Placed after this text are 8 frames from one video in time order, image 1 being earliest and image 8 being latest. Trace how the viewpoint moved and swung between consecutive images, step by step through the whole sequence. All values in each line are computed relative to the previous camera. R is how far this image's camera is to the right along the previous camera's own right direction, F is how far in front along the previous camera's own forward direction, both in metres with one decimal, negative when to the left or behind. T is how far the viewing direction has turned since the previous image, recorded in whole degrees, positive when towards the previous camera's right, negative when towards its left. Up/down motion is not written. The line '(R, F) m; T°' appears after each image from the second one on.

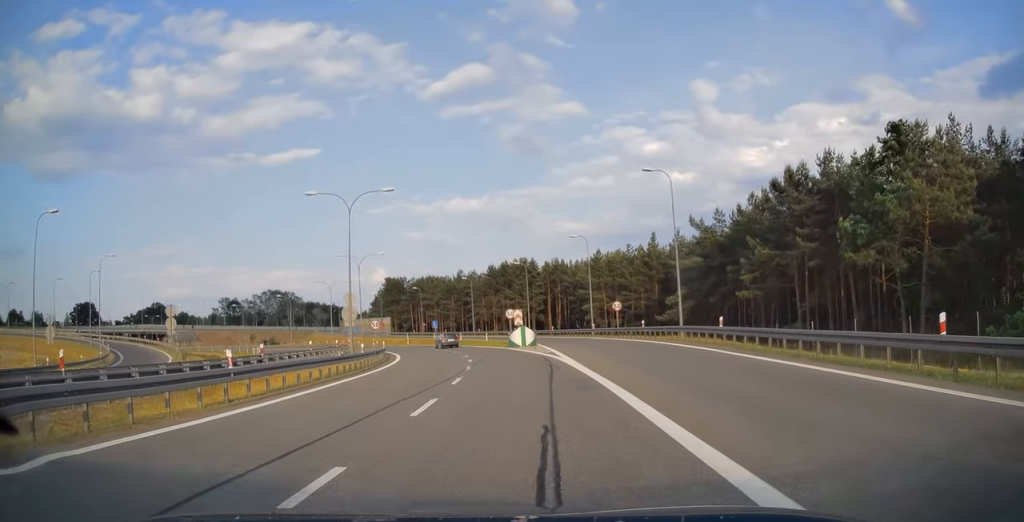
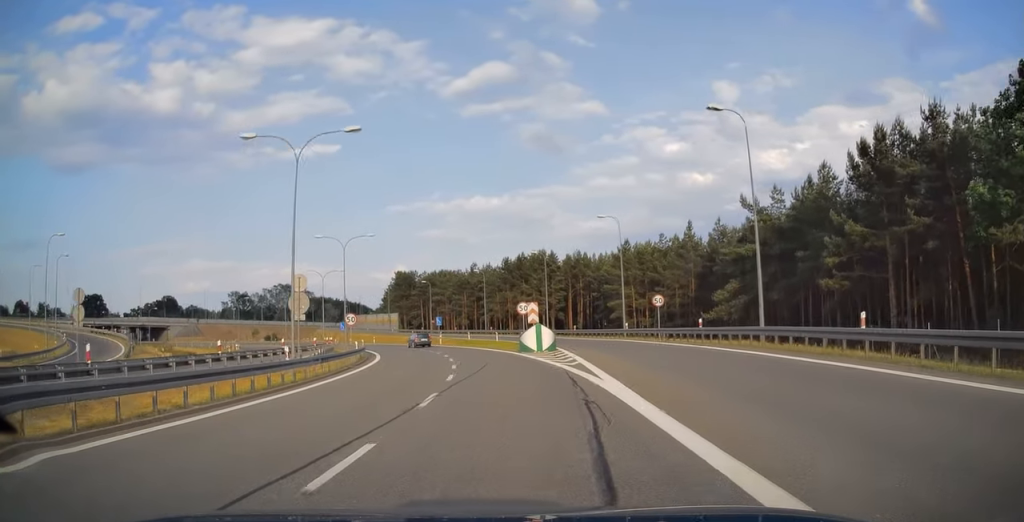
(+0.2, +10.6) m; -1°
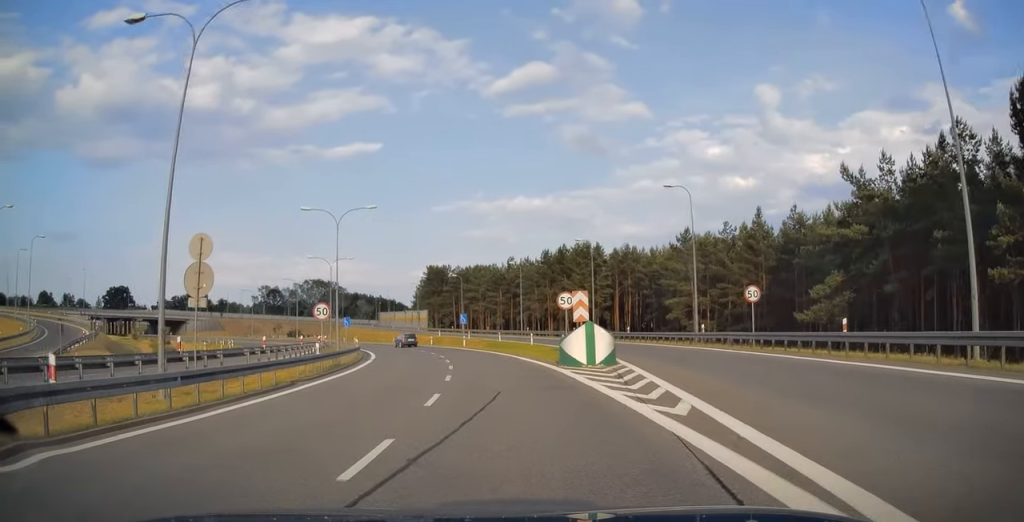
(-0.1, +11.5) m; -3°
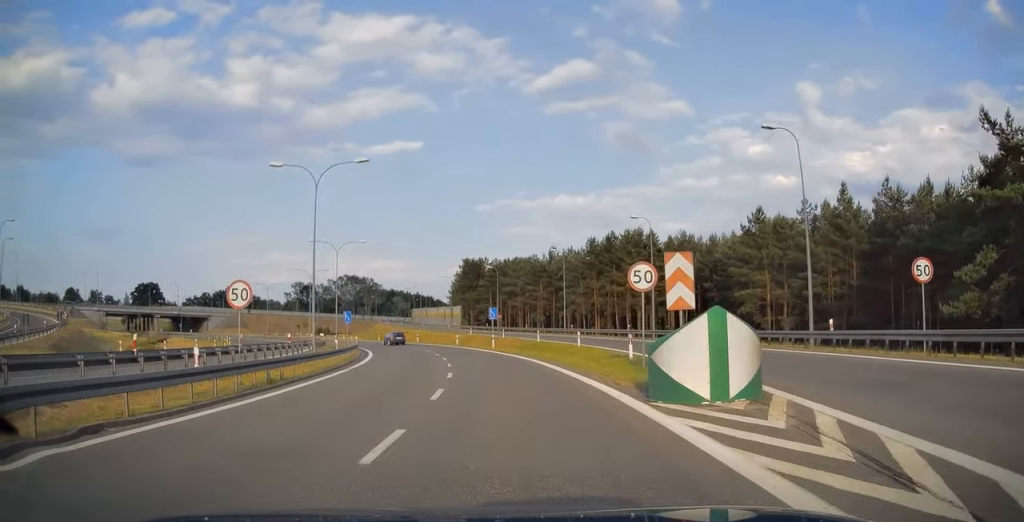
(-0.5, +11.1) m; -4°
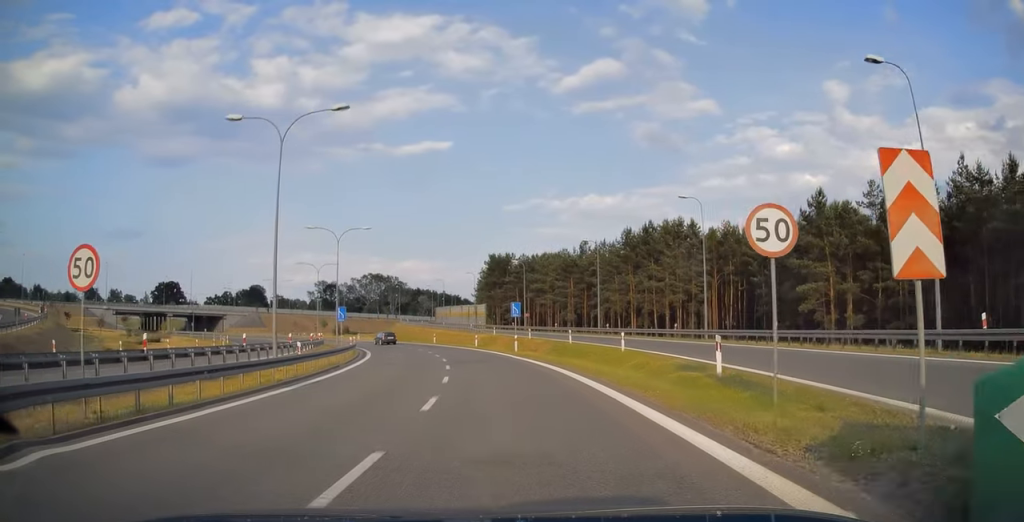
(-0.2, +7.5) m; -2°
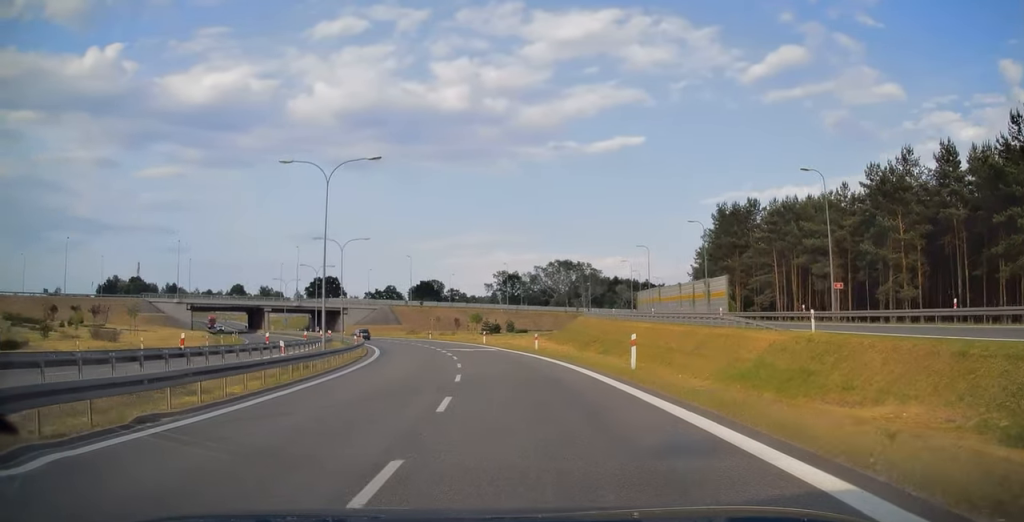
(-6.9, +46.7) m; -18°
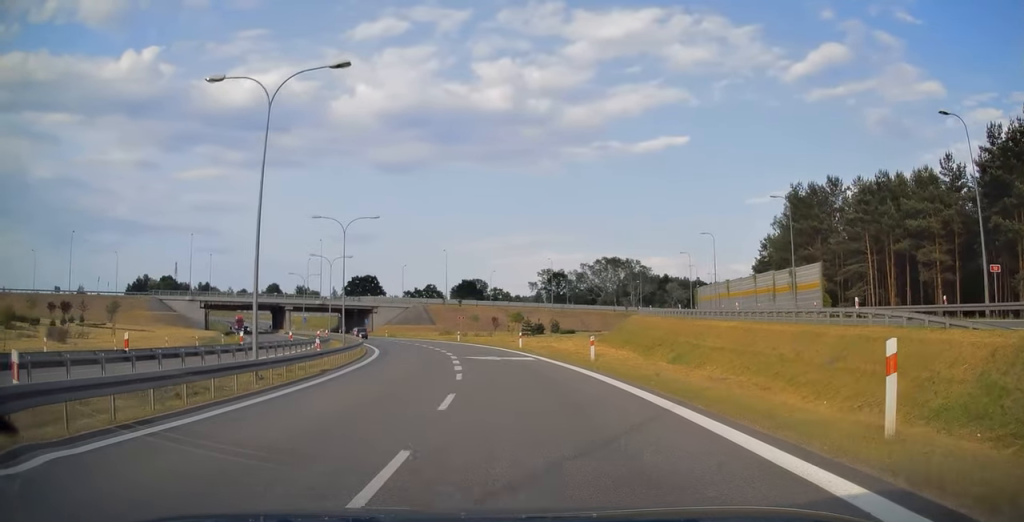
(-0.8, +11.3) m; -5°
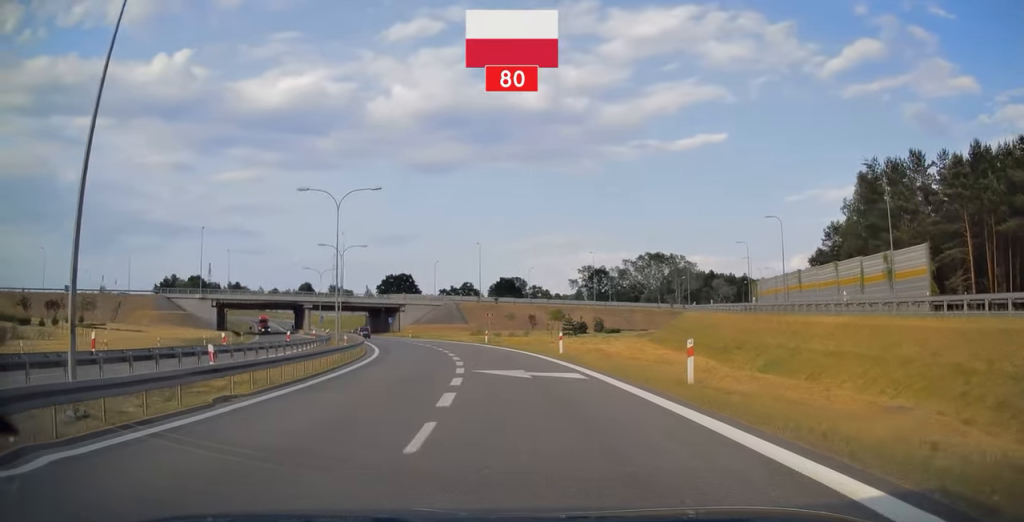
(-0.3, +9.6) m; -4°
